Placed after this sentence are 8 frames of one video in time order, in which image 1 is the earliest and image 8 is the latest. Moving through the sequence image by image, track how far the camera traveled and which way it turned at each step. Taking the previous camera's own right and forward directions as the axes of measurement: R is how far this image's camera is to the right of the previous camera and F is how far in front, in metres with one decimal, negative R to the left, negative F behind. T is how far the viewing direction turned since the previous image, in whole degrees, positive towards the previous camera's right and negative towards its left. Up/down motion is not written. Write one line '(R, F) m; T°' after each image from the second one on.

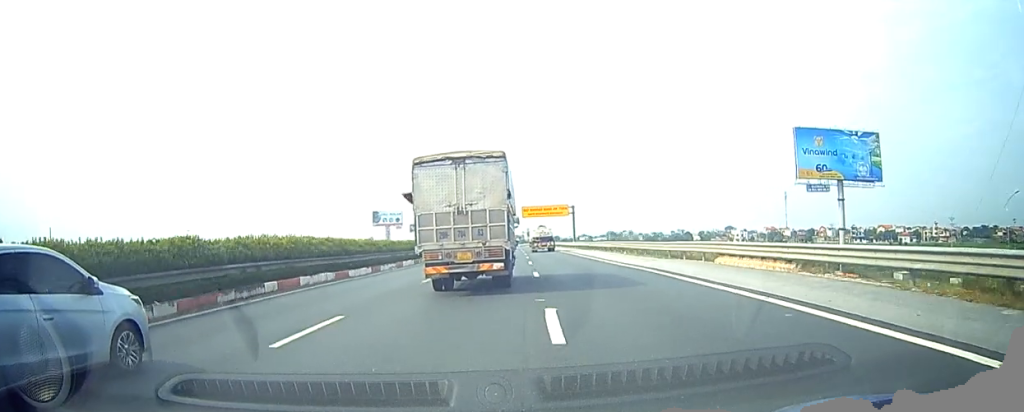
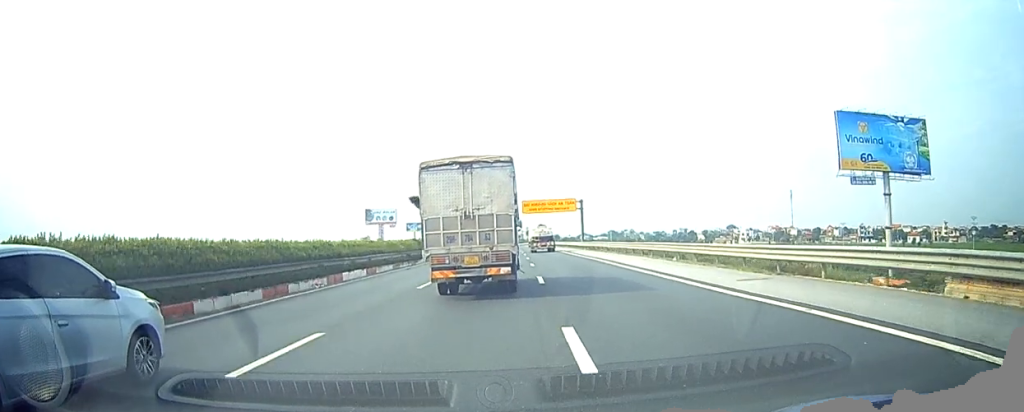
(0.0, +14.9) m; 0°
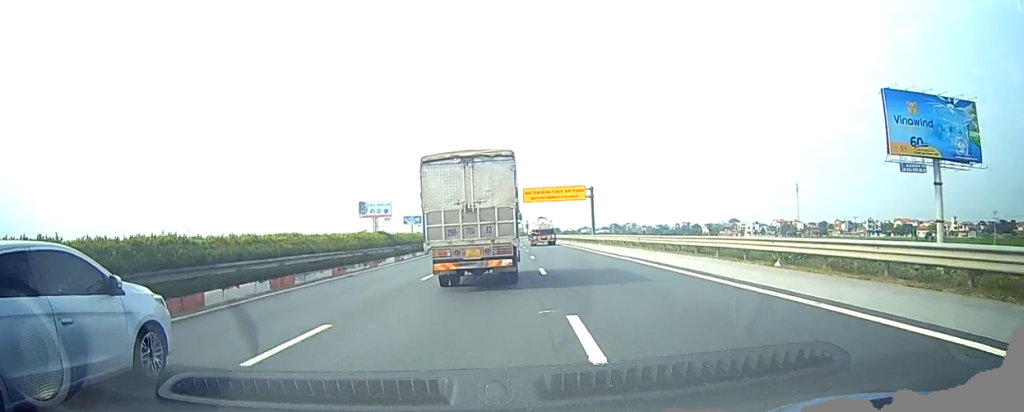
(0.0, +12.3) m; 0°
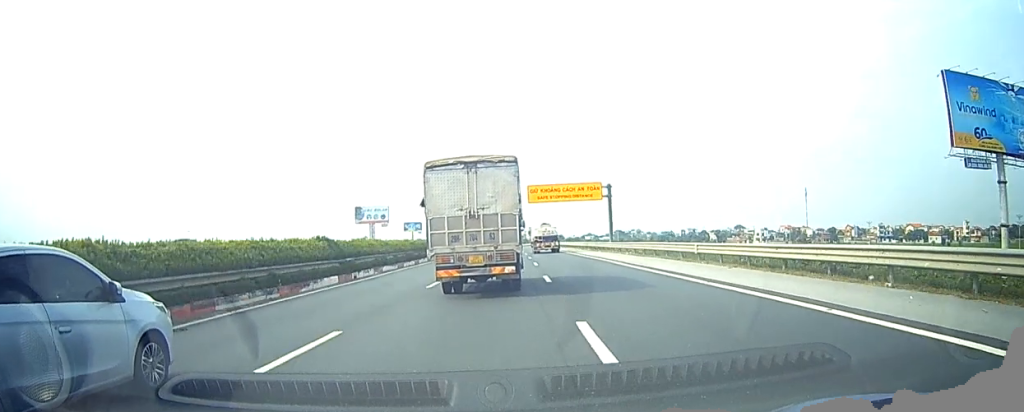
(0.0, +12.3) m; 0°
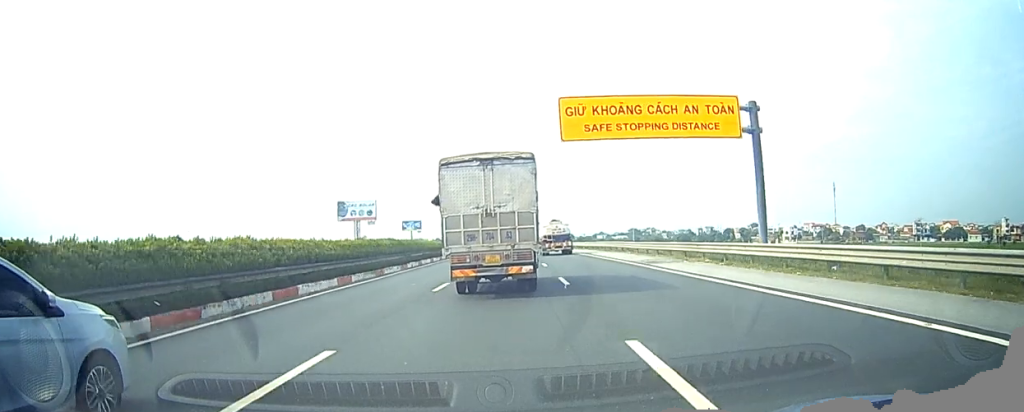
(0.0, +38.5) m; 0°
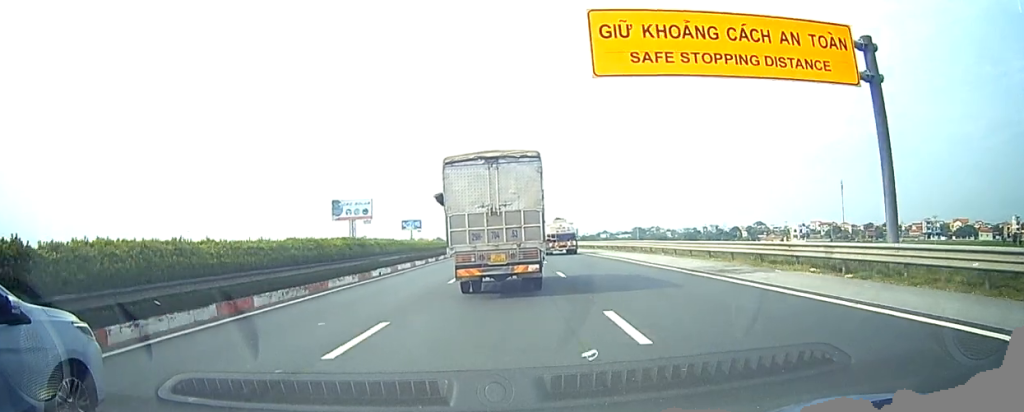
(0.0, +9.6) m; 0°
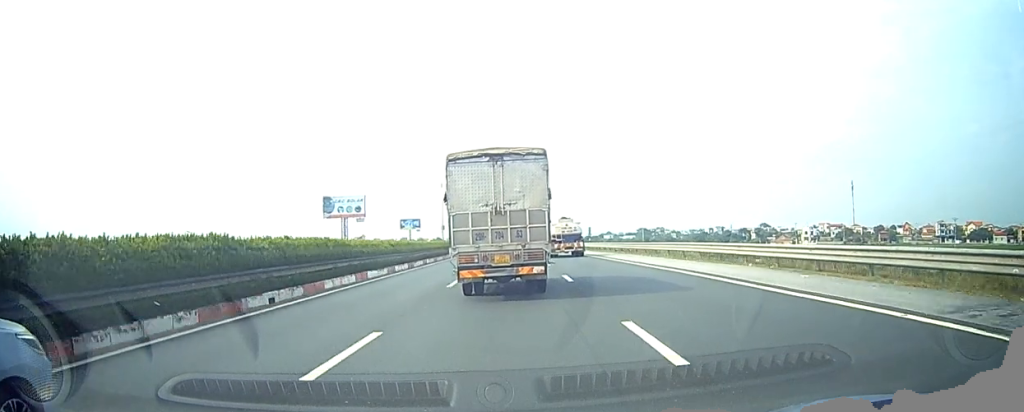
(0.0, +13.7) m; 0°
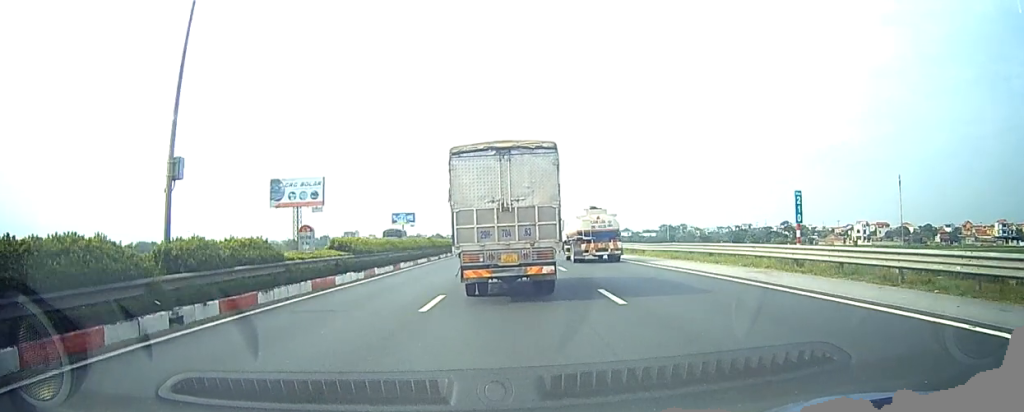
(-1.0, +53.7) m; -3°
